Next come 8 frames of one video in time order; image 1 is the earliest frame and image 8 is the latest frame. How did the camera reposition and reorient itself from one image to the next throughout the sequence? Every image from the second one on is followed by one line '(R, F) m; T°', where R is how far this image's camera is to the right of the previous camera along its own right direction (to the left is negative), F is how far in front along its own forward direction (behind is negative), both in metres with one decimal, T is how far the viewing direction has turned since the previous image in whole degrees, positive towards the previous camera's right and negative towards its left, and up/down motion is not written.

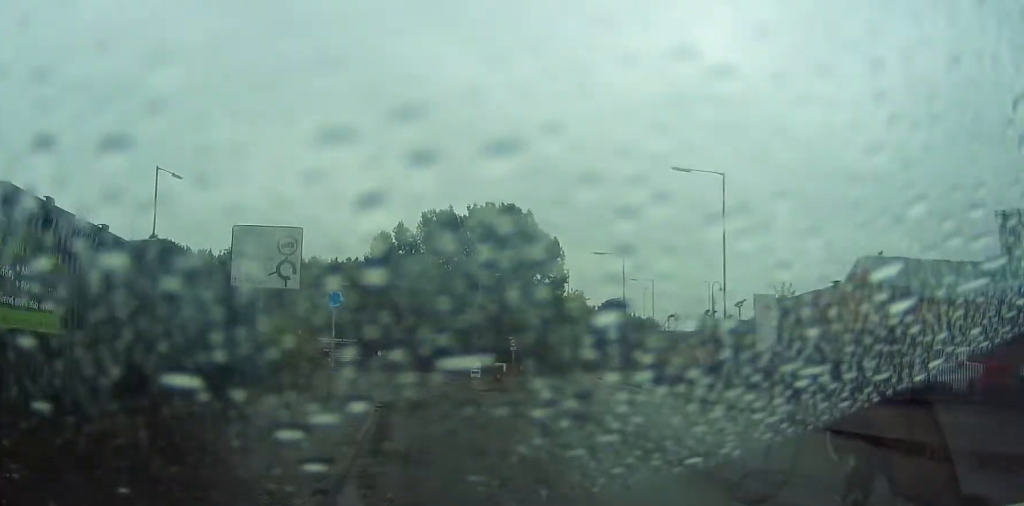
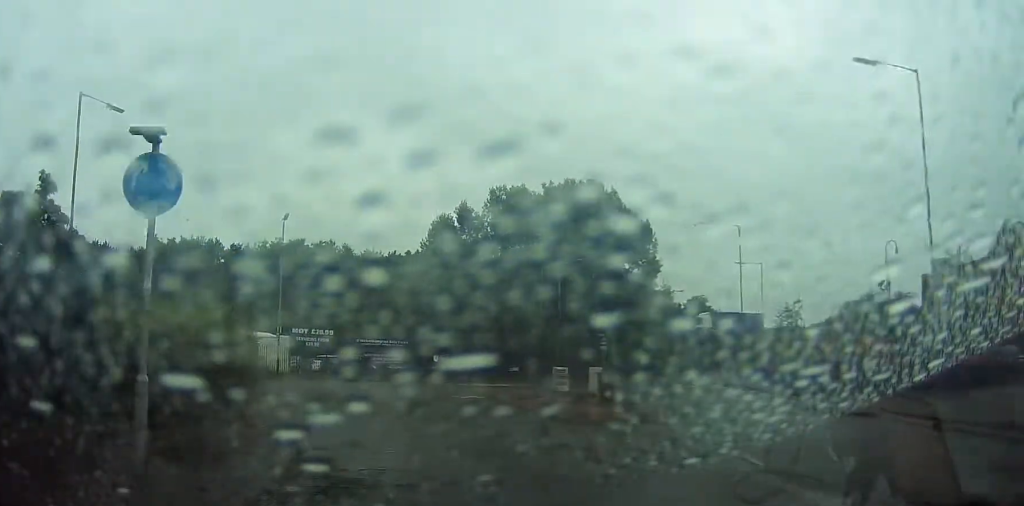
(-0.9, +11.7) m; -7°
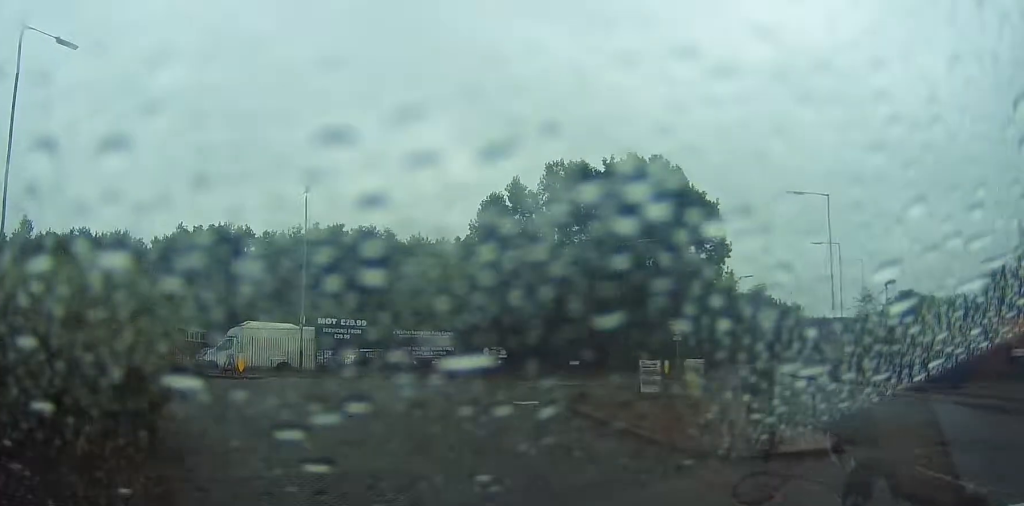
(-0.1, +5.5) m; -4°
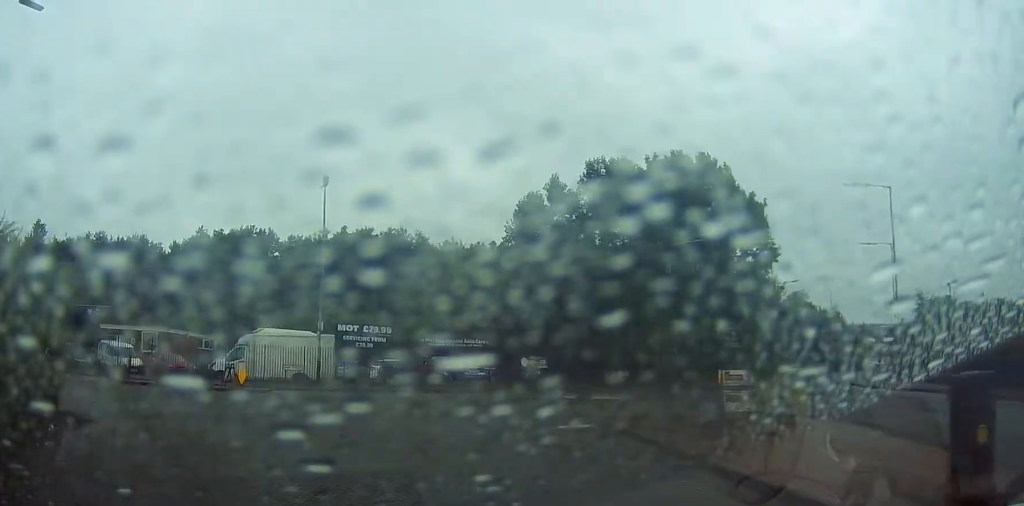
(-0.1, +3.8) m; -4°
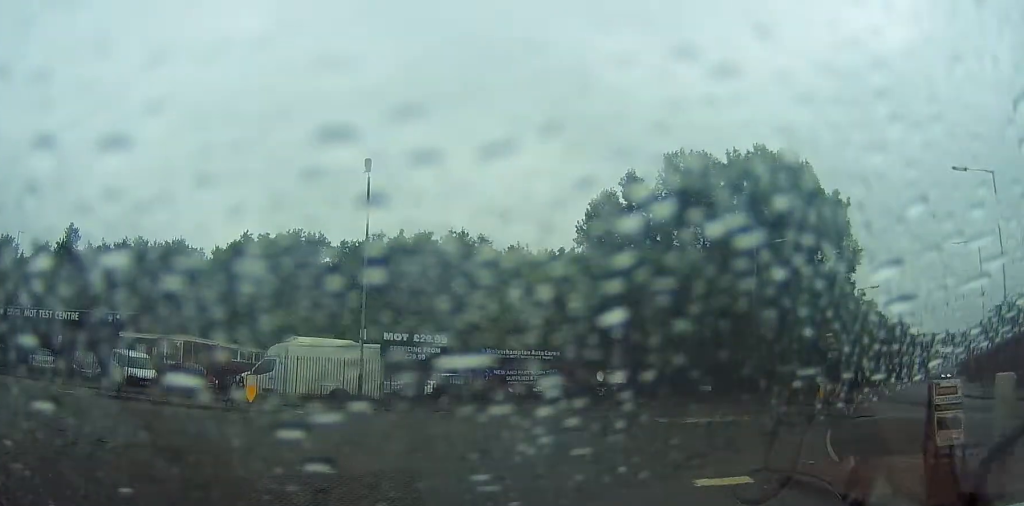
(-0.5, +6.5) m; -9°
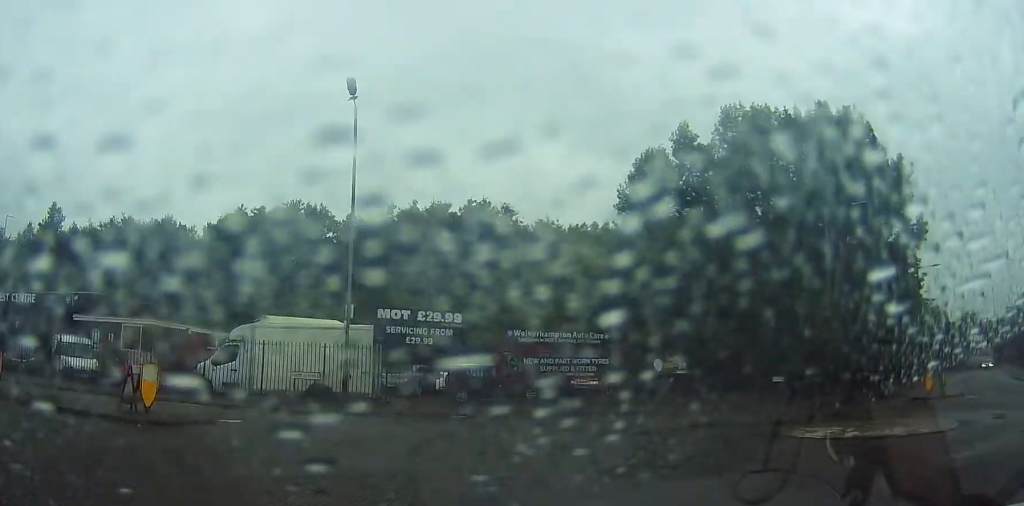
(-1.2, +8.3) m; +8°
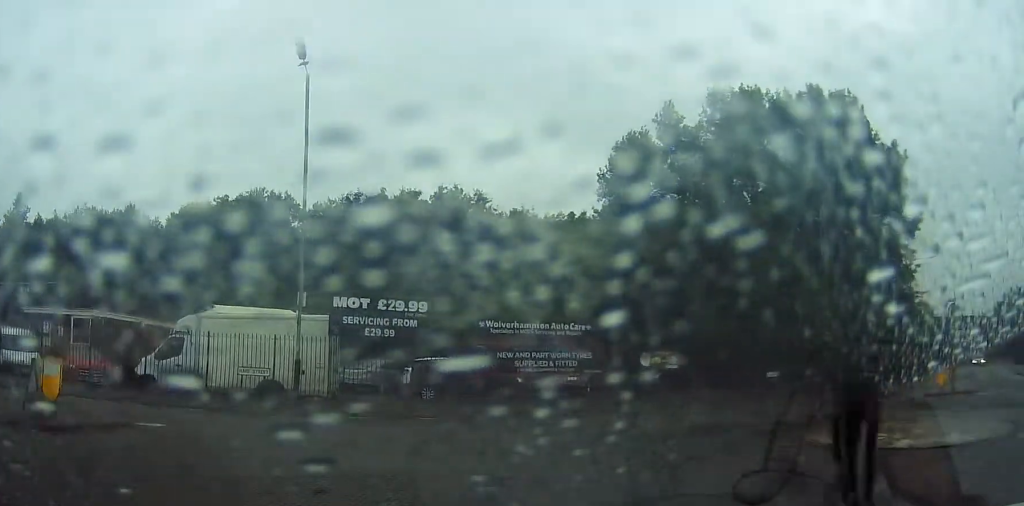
(+0.9, +2.2) m; +14°
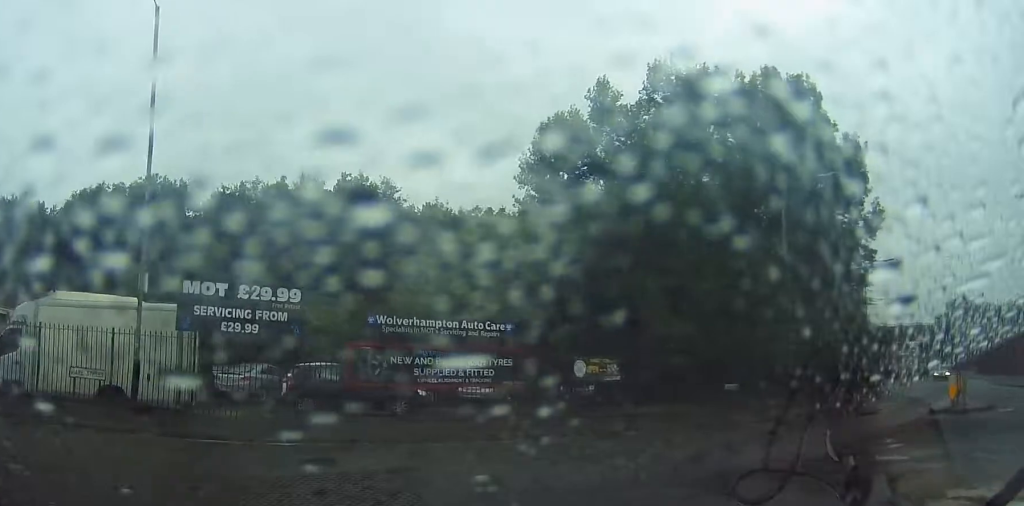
(+1.6, +5.0) m; +21°
